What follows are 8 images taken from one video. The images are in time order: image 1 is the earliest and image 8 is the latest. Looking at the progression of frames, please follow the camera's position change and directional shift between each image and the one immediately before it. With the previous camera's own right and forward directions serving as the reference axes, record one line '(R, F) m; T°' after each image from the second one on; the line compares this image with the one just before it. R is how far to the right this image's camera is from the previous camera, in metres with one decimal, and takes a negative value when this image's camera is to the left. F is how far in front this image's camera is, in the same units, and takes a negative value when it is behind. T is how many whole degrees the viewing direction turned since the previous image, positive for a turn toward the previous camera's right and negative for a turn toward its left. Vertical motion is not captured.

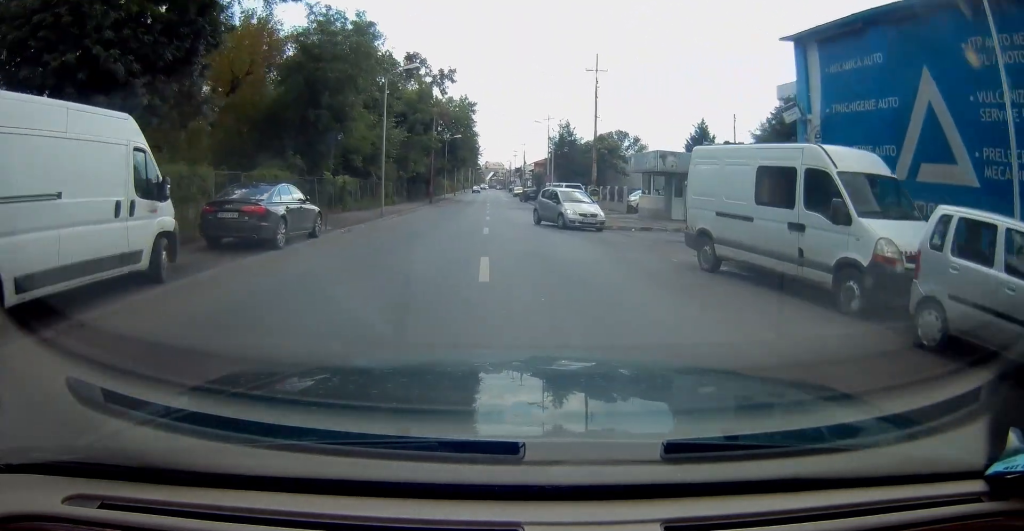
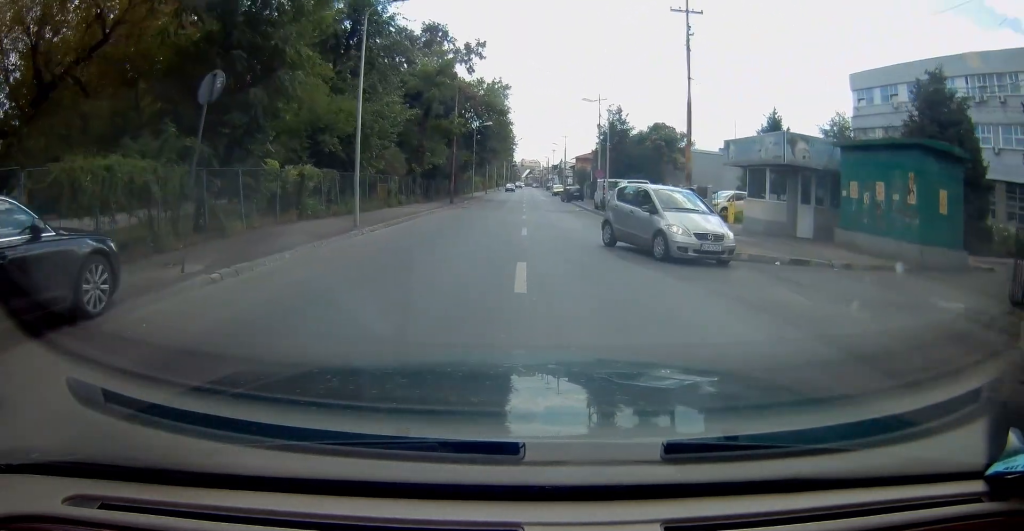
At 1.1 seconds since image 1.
(-0.5, +9.6) m; -5°
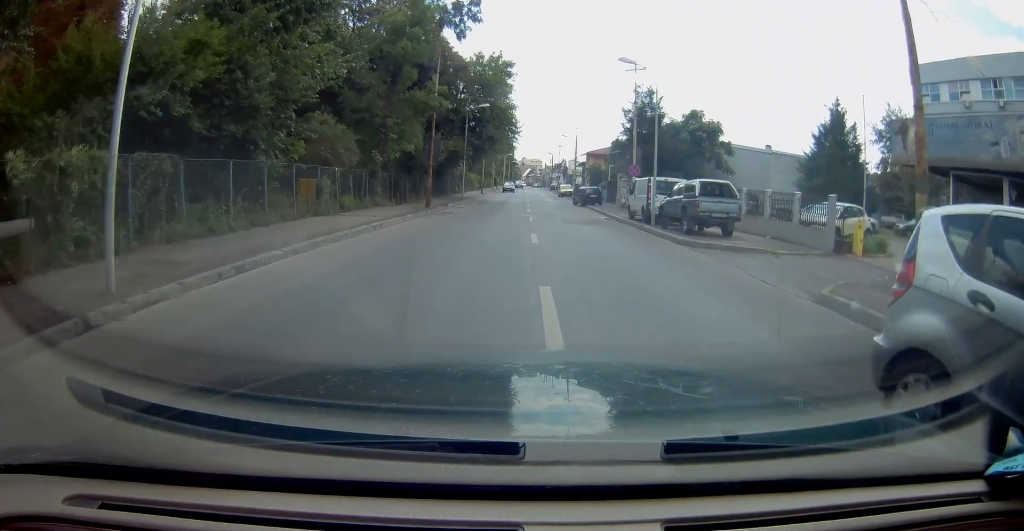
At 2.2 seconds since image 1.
(-0.2, +11.4) m; 0°
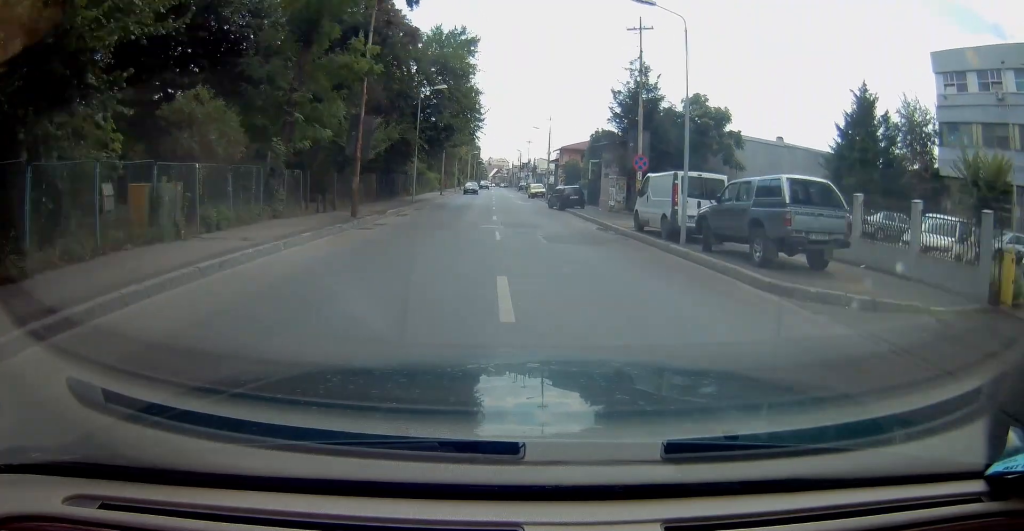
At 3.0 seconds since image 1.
(+0.2, +8.1) m; +2°
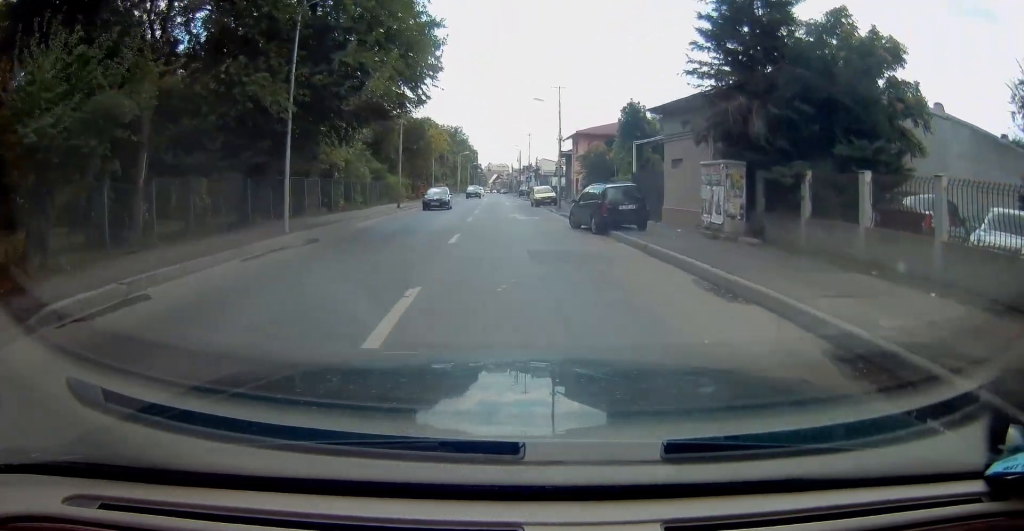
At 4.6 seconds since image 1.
(+0.5, +19.1) m; +1°
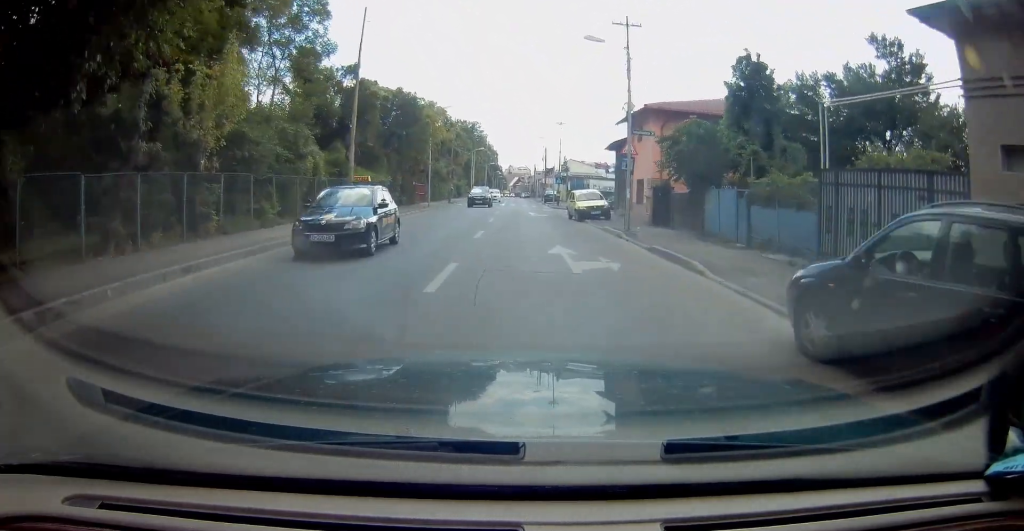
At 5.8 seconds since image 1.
(-0.2, +15.7) m; -1°
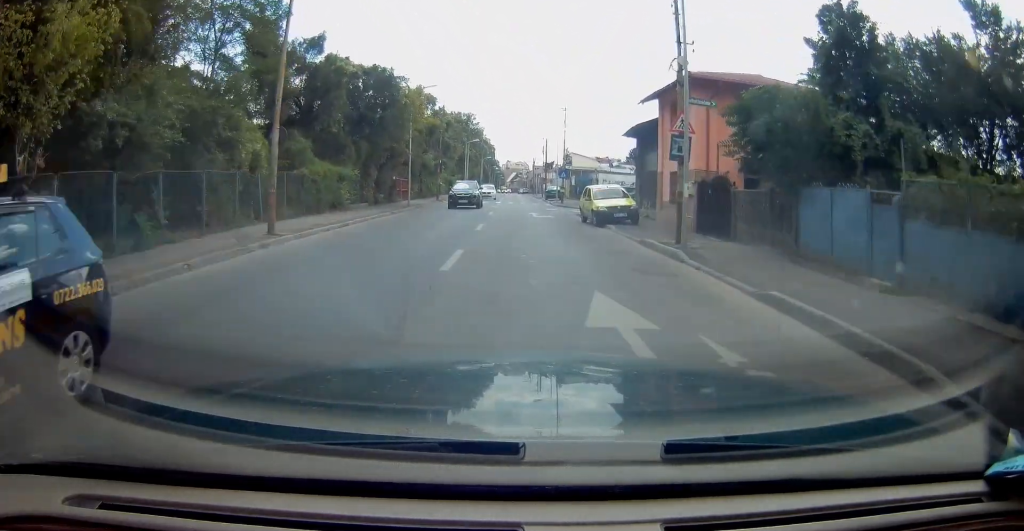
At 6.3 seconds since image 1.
(0.0, +7.0) m; 0°
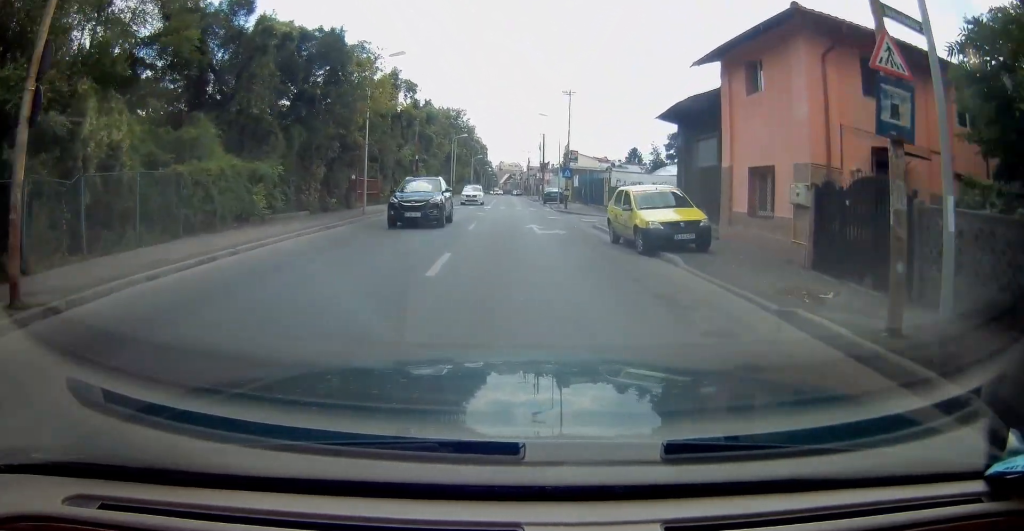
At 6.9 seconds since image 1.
(-0.1, +9.0) m; 0°
